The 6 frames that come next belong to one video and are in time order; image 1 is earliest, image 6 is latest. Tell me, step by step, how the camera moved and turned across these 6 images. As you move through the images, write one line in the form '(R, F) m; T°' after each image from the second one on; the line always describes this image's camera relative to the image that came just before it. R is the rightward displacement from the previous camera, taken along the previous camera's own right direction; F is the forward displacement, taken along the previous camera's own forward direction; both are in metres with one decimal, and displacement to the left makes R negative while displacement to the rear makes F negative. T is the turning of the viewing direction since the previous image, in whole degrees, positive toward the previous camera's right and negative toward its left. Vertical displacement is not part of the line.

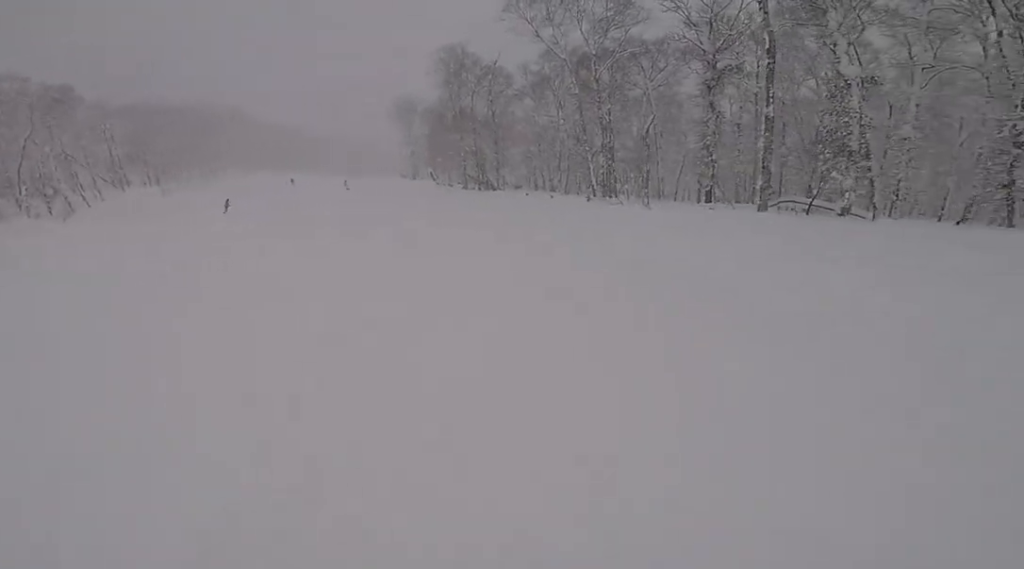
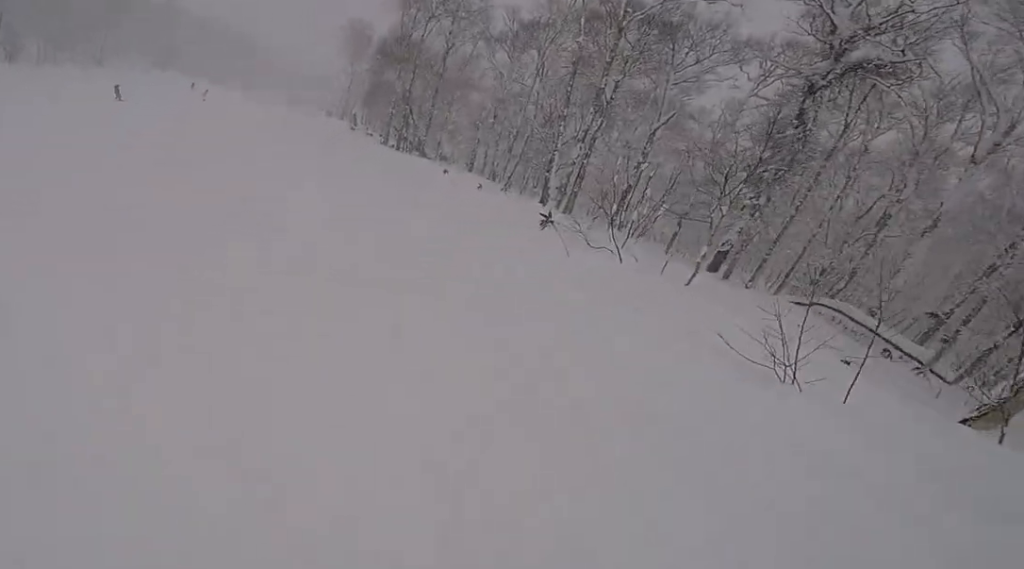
(+1.8, +14.1) m; -2°
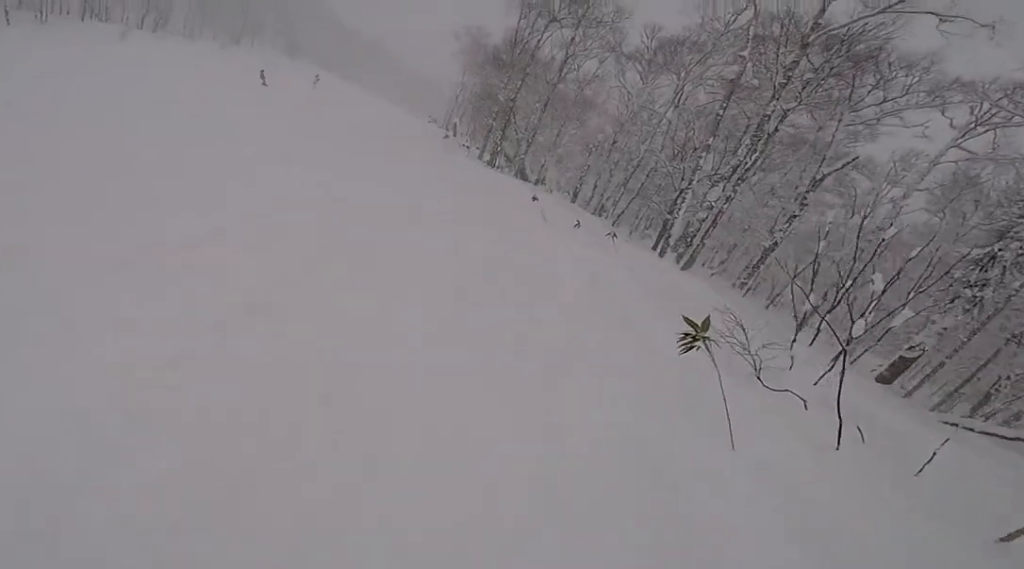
(-0.4, +4.6) m; -7°
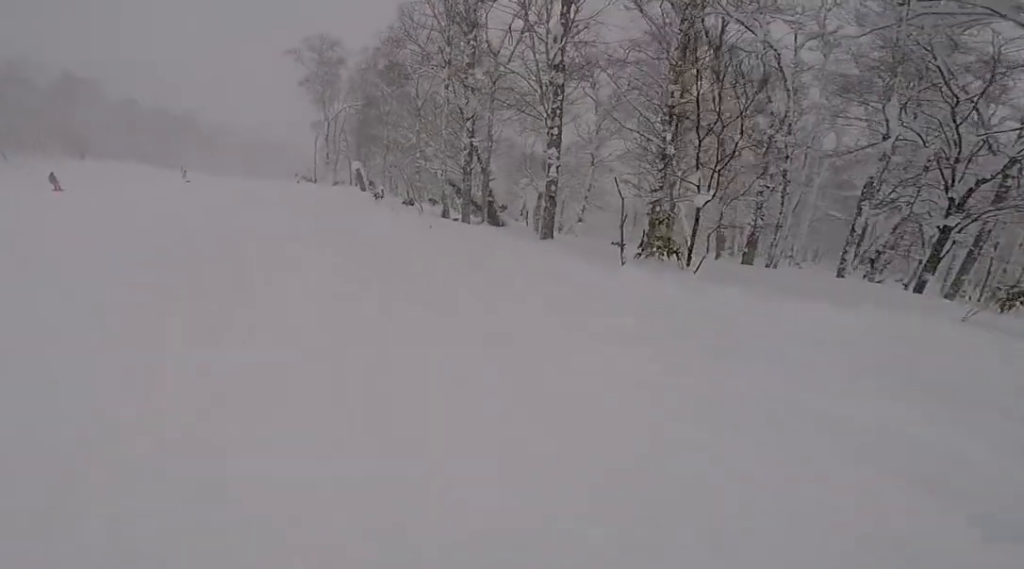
(-2.1, +20.7) m; -7°
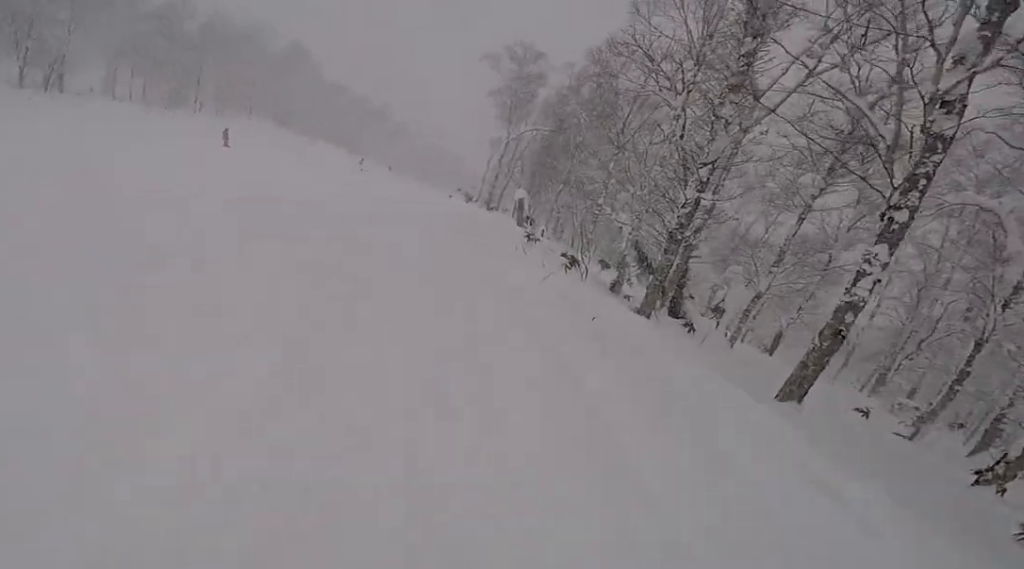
(+0.1, +5.1) m; -5°
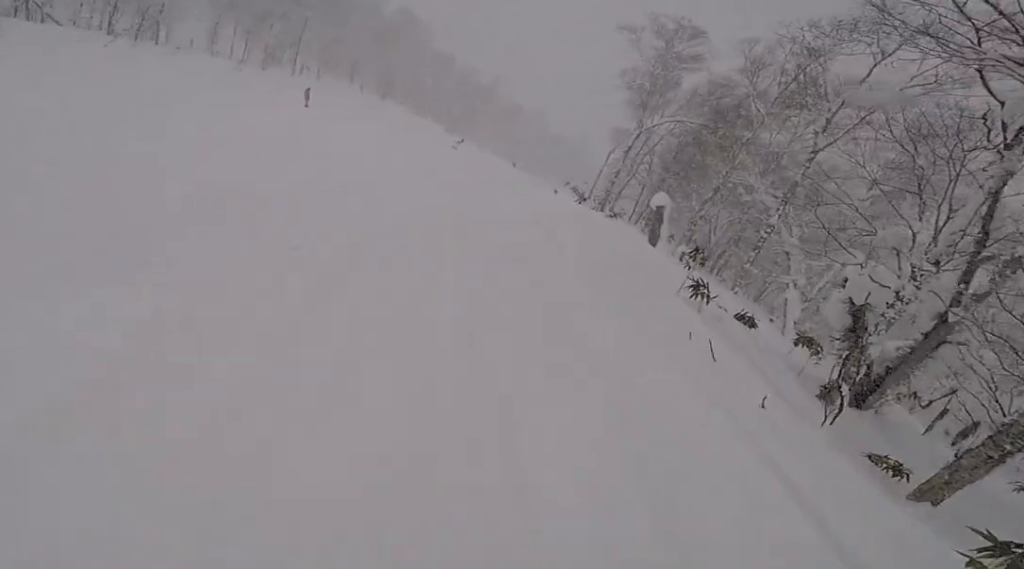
(-0.8, +6.8) m; -1°
